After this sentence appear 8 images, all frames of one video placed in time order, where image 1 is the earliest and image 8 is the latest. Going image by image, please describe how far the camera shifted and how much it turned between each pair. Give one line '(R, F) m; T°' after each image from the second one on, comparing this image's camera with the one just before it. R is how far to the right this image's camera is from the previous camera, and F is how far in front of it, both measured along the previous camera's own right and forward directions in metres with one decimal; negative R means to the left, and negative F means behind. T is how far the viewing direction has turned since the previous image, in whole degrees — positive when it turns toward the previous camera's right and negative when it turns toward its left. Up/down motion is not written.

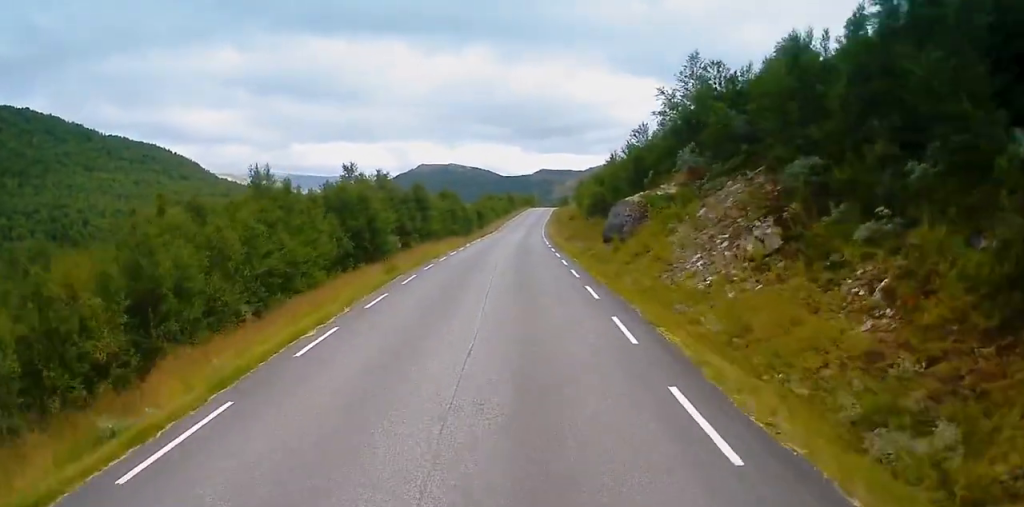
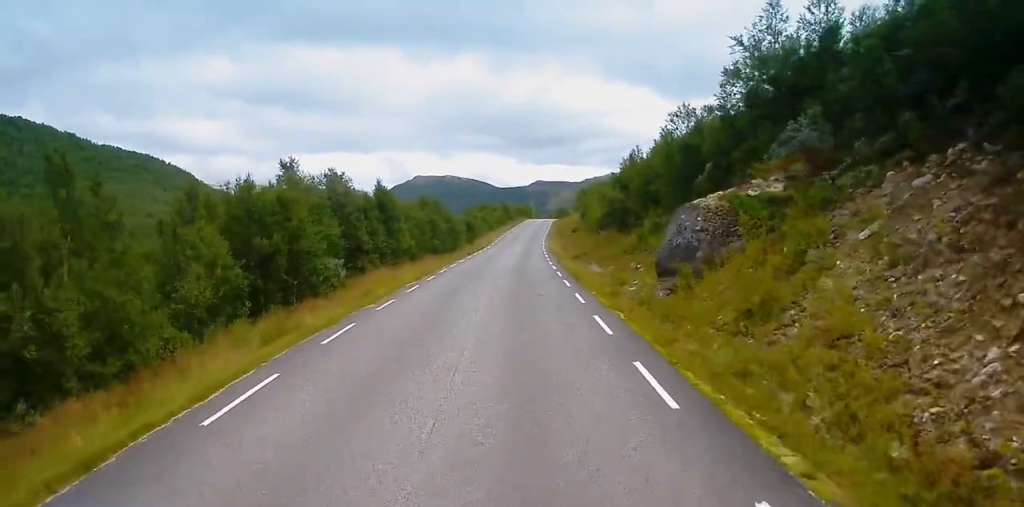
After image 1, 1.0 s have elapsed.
(0.0, +15.9) m; 0°
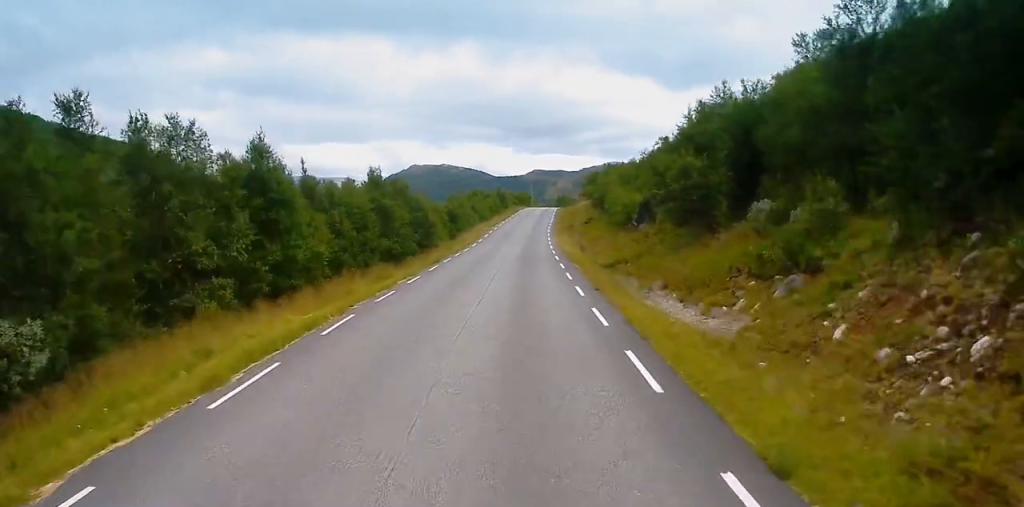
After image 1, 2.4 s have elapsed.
(0.0, +23.6) m; +1°
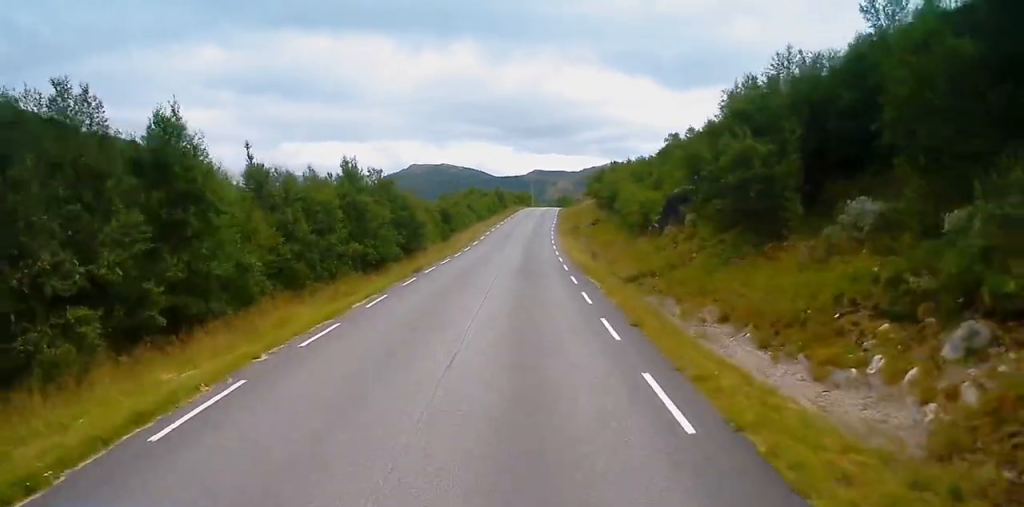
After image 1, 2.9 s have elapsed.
(+0.1, +7.7) m; 0°
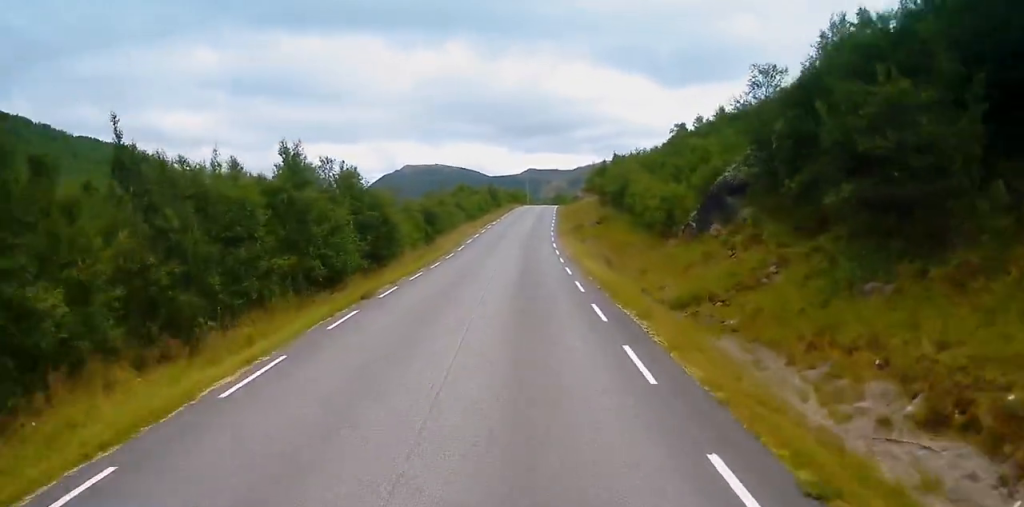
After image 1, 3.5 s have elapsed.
(+0.1, +9.9) m; 0°
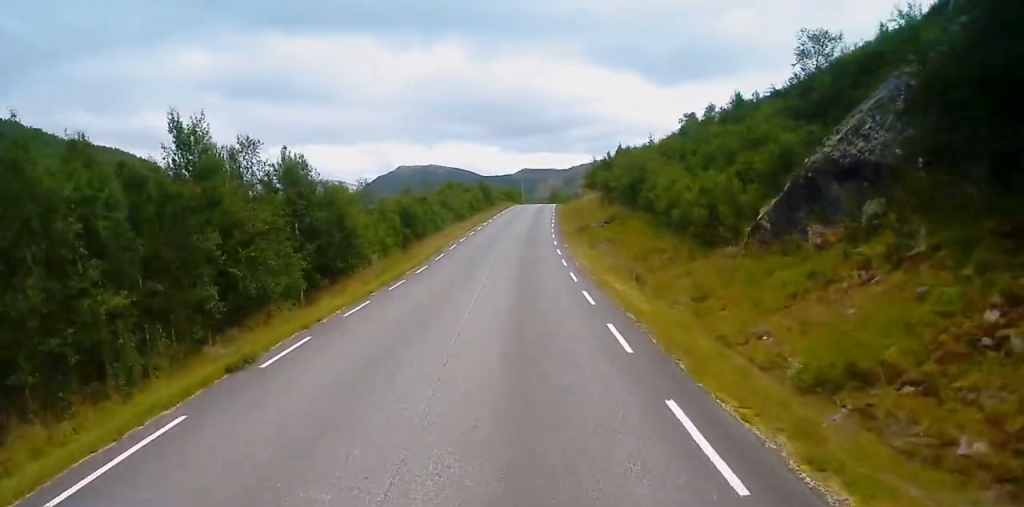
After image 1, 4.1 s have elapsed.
(-0.1, +10.2) m; 0°
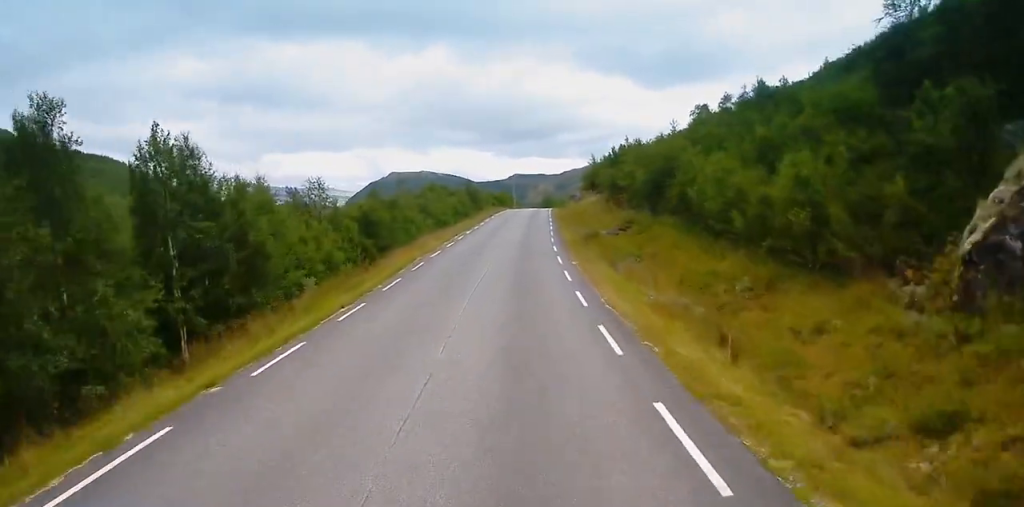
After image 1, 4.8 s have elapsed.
(+0.1, +12.1) m; +1°
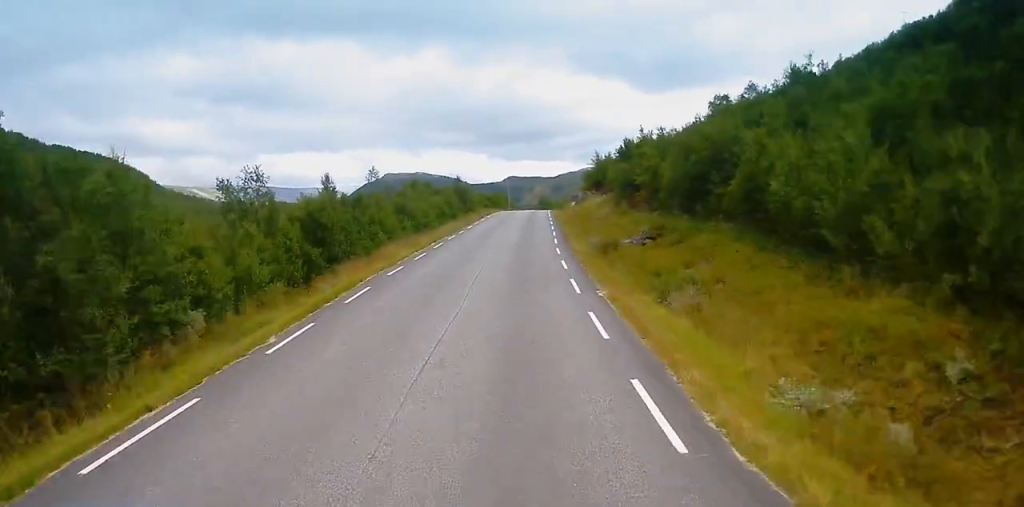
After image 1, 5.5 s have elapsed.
(+0.1, +11.0) m; +1°
